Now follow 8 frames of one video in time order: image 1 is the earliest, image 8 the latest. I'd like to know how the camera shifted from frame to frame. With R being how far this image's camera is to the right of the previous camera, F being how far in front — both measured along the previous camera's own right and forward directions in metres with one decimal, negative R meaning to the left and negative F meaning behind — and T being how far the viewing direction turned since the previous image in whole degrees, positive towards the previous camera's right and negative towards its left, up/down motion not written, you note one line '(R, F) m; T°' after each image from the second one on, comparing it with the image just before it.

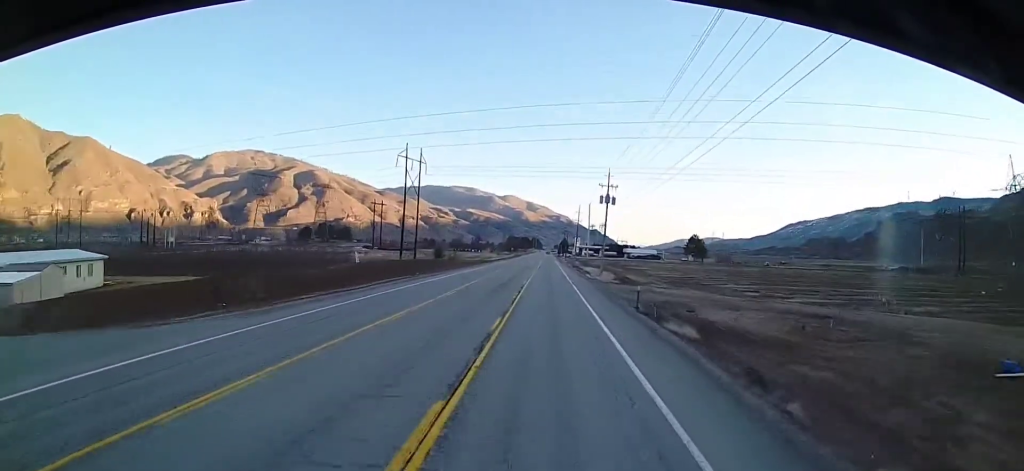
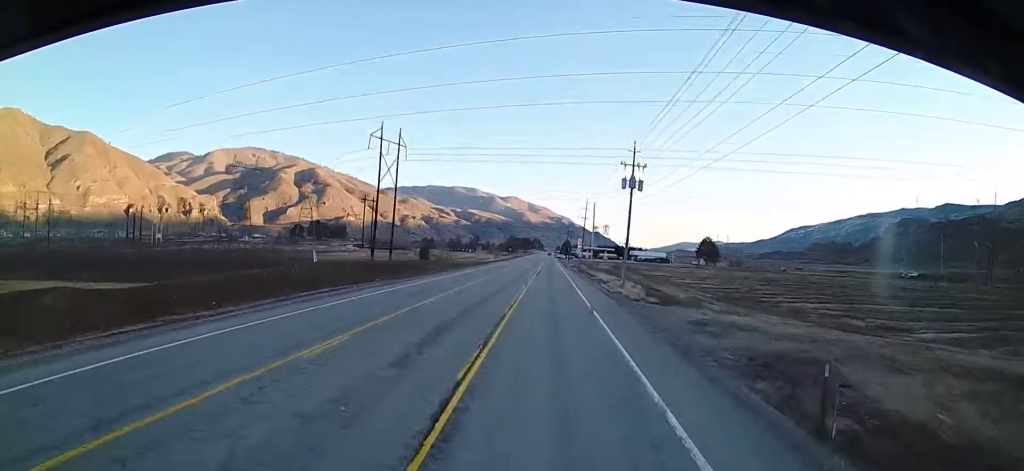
(0.0, +19.8) m; +1°
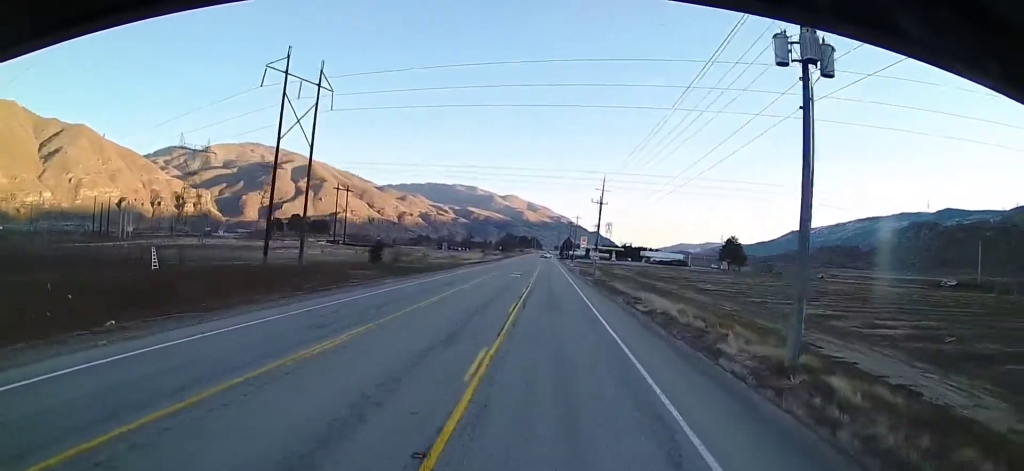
(+1.0, +37.2) m; +2°
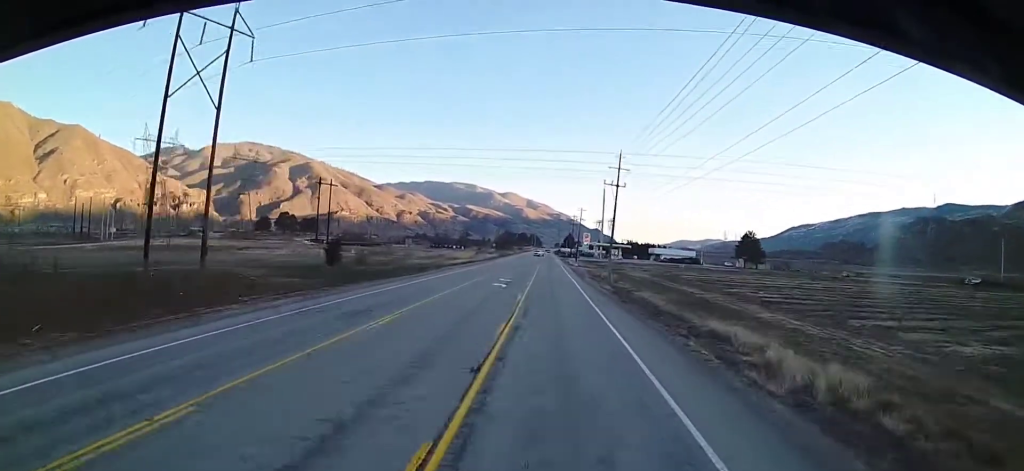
(+0.1, +19.8) m; -1°
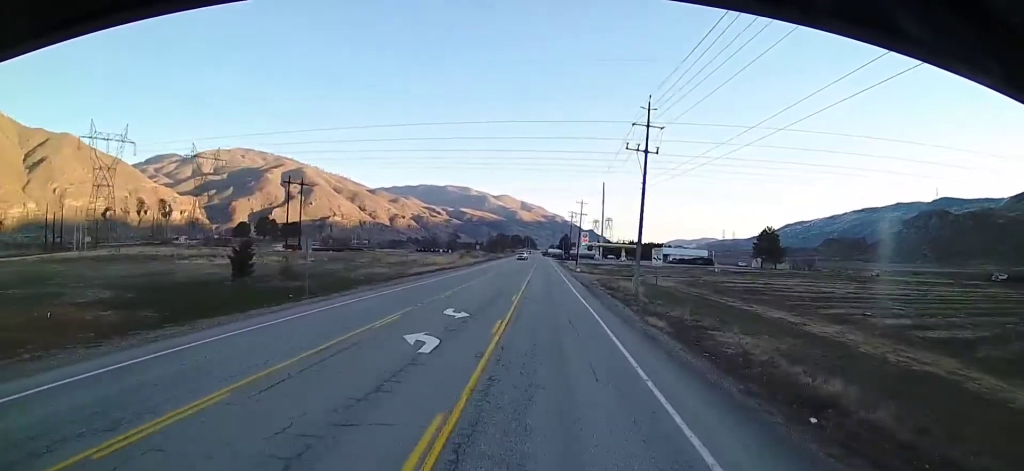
(-0.3, +23.0) m; -1°
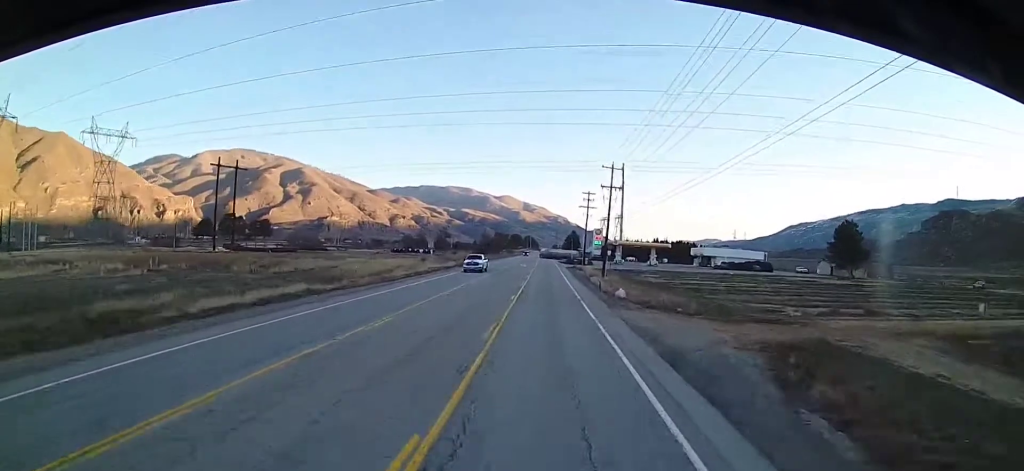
(-0.3, +49.2) m; 0°
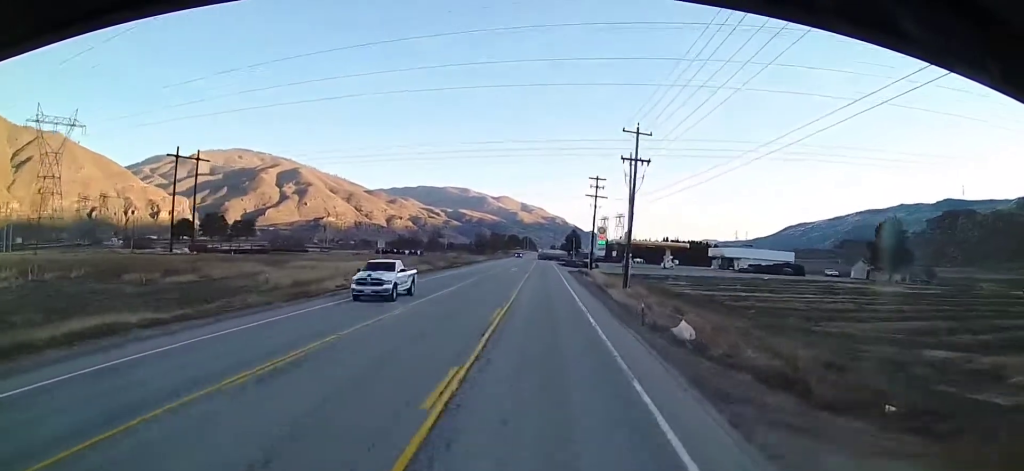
(0.0, +19.2) m; 0°
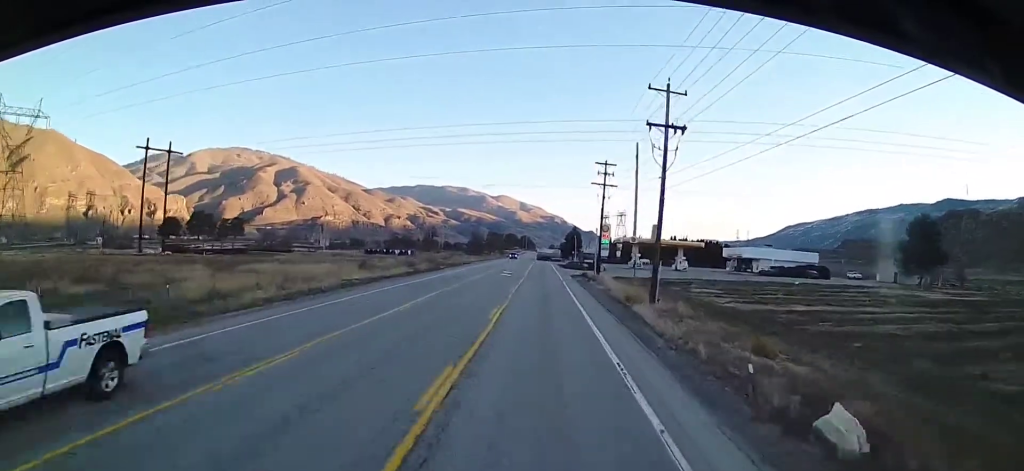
(0.0, +11.9) m; 0°
